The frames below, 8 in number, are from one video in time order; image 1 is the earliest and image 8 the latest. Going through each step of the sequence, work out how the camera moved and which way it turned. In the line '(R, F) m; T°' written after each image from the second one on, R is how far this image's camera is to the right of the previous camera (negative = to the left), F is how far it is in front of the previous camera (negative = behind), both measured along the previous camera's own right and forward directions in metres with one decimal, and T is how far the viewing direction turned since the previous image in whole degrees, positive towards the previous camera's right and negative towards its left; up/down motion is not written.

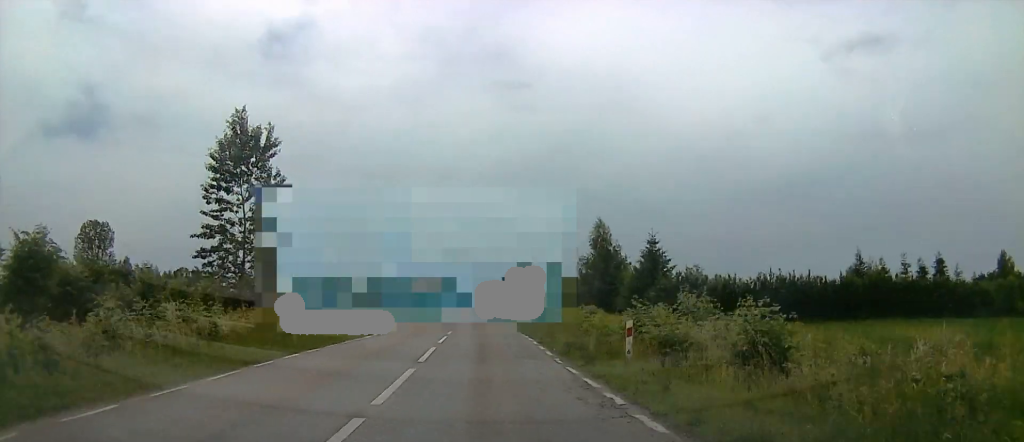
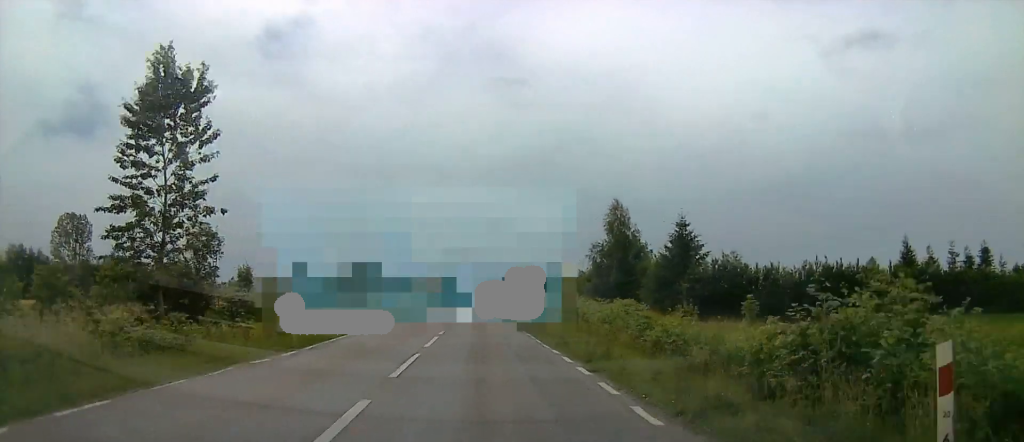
(0.0, +10.1) m; 0°
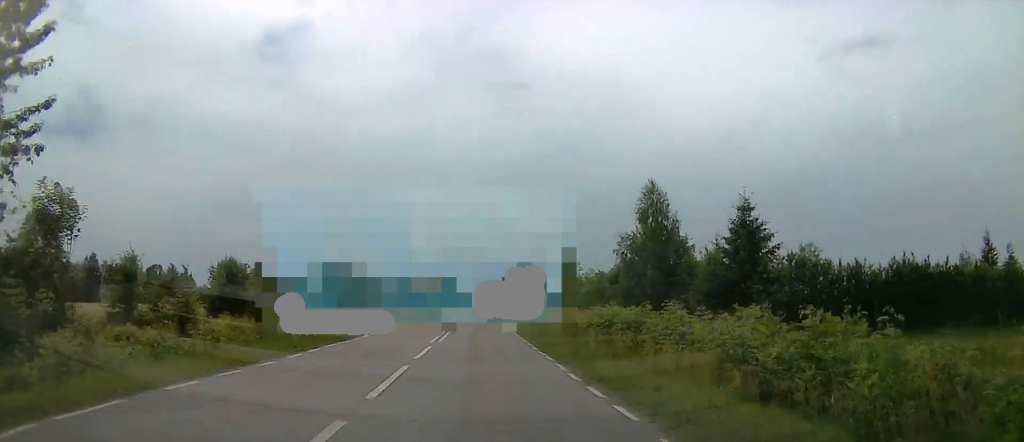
(-0.1, +14.3) m; 0°
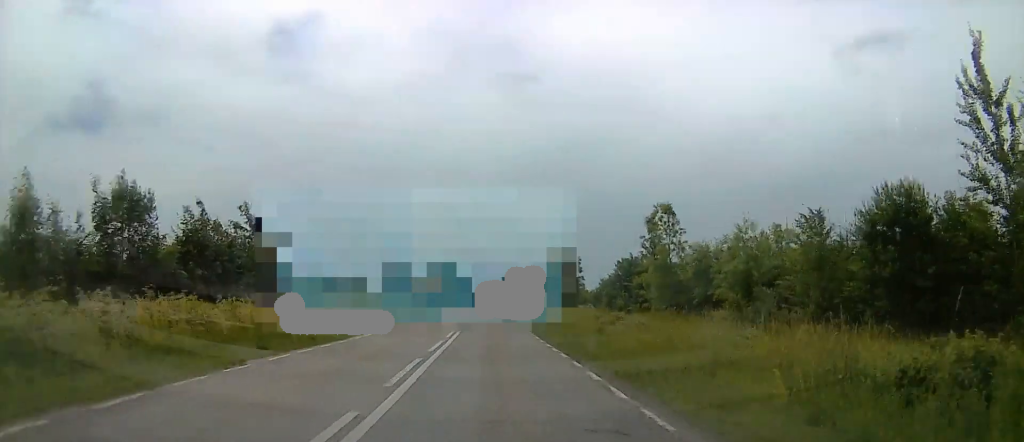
(-1.3, +42.2) m; -3°
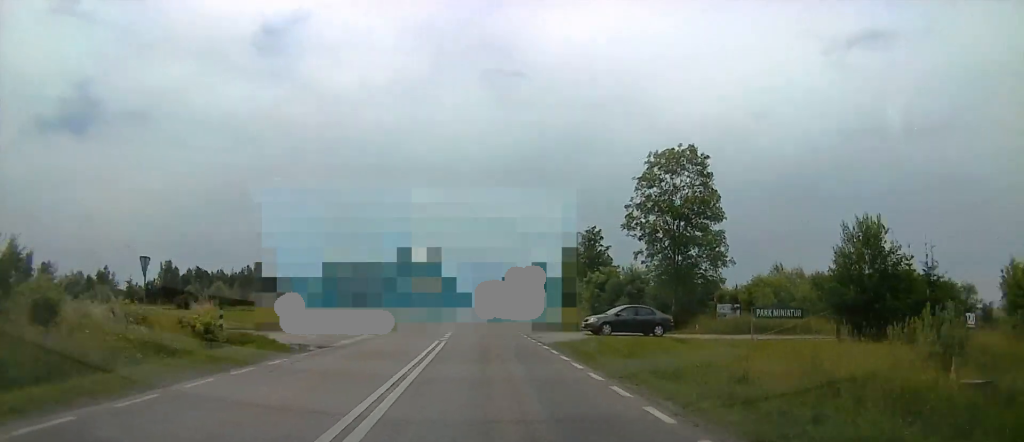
(+2.5, +65.4) m; +4°
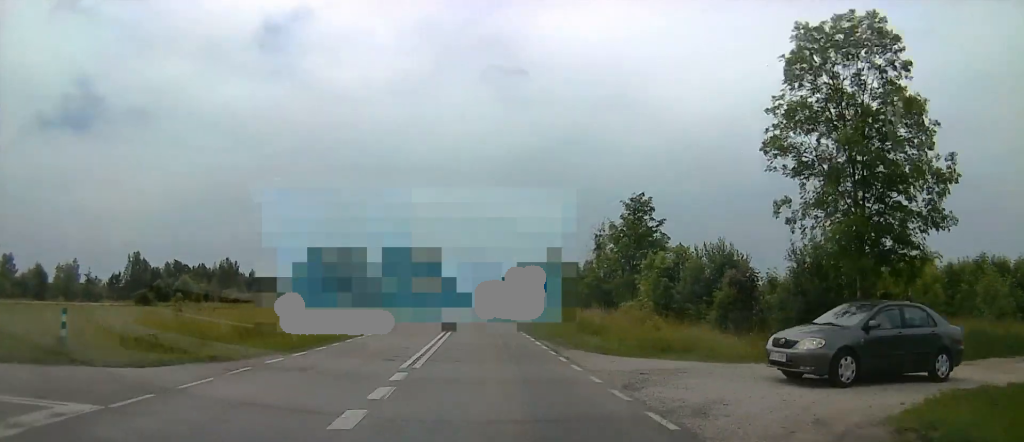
(0.0, +20.4) m; 0°
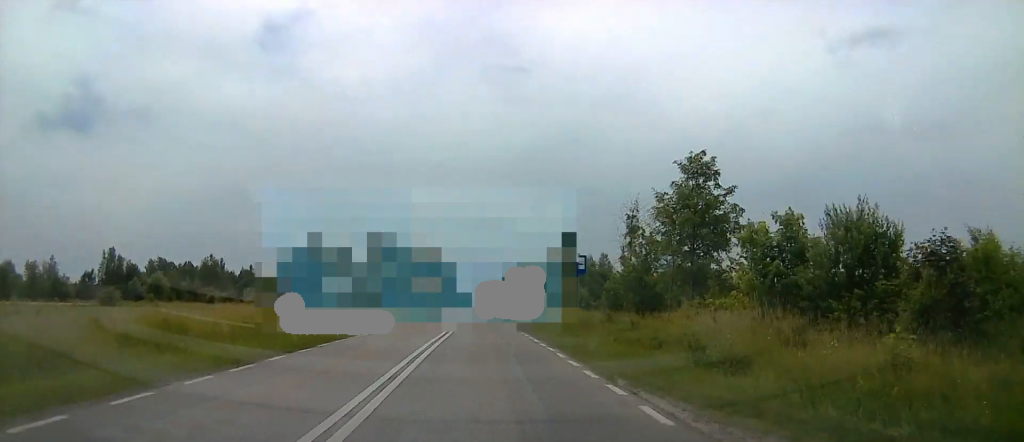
(0.0, +13.9) m; 0°
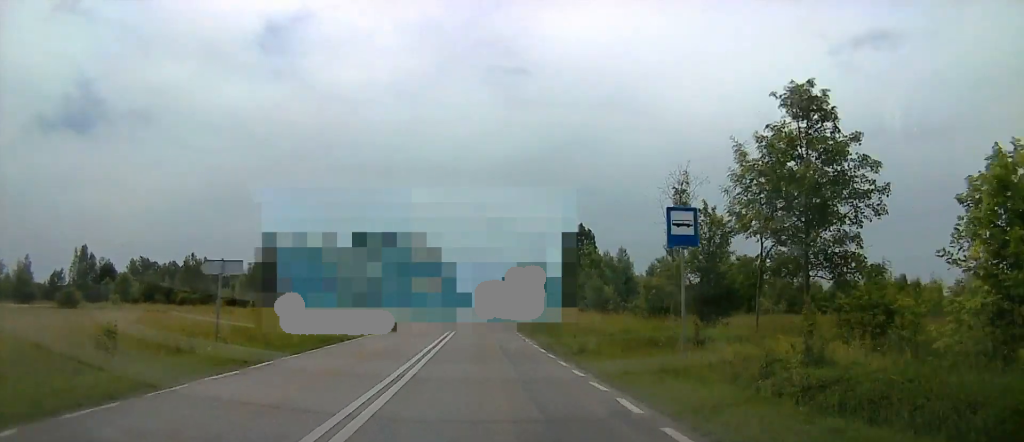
(0.0, +13.1) m; 0°
